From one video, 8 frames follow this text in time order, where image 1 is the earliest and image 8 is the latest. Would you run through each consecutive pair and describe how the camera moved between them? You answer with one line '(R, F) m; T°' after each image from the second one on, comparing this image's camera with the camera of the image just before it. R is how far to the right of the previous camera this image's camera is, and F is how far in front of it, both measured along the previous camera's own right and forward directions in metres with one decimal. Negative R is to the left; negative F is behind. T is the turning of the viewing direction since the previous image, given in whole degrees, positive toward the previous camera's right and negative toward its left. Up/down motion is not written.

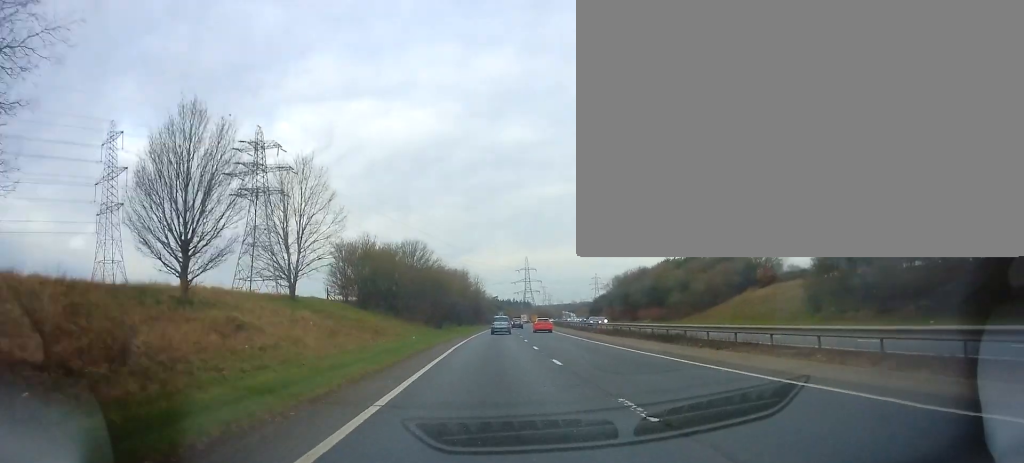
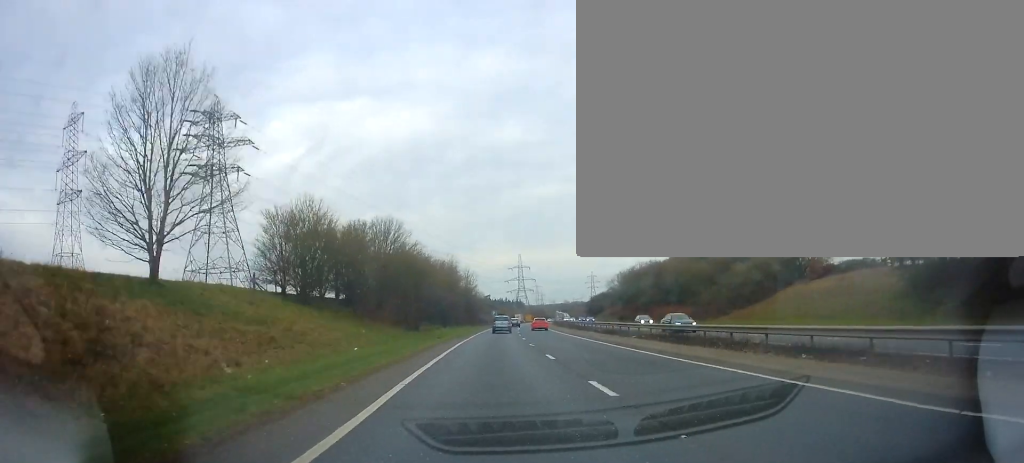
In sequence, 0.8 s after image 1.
(+0.1, +15.3) m; +2°
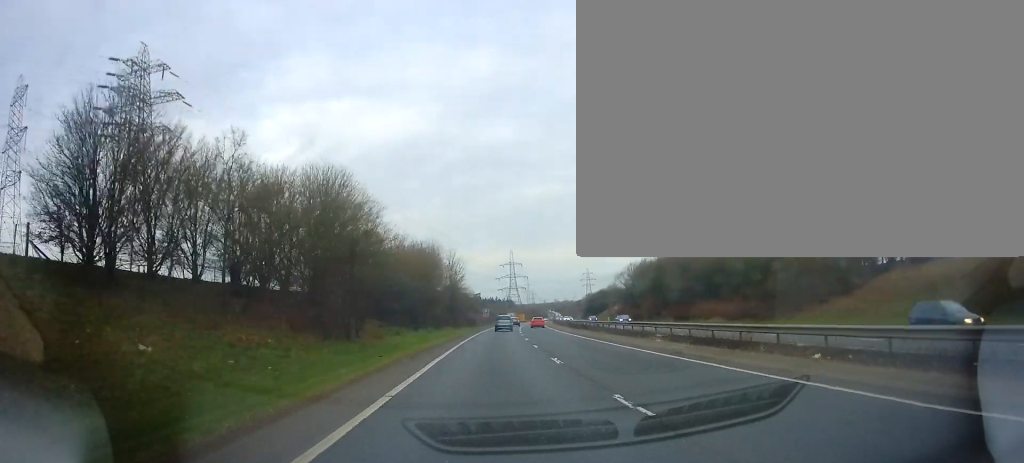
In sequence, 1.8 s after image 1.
(+0.5, +21.0) m; +2°
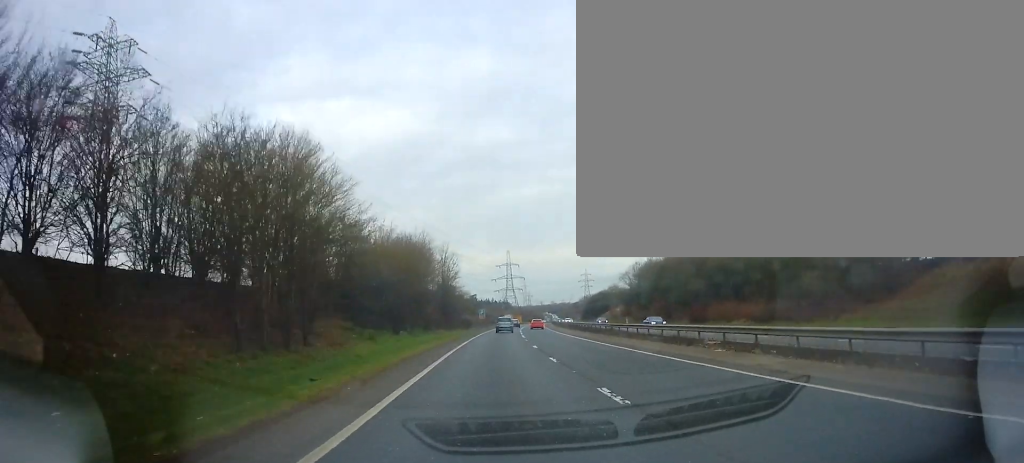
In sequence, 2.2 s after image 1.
(+0.1, +8.6) m; 0°
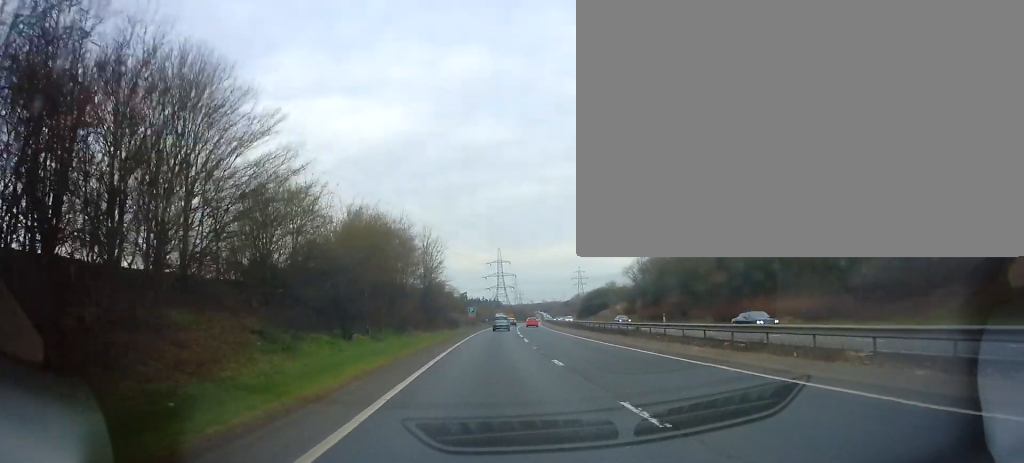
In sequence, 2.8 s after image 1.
(0.0, +11.8) m; 0°
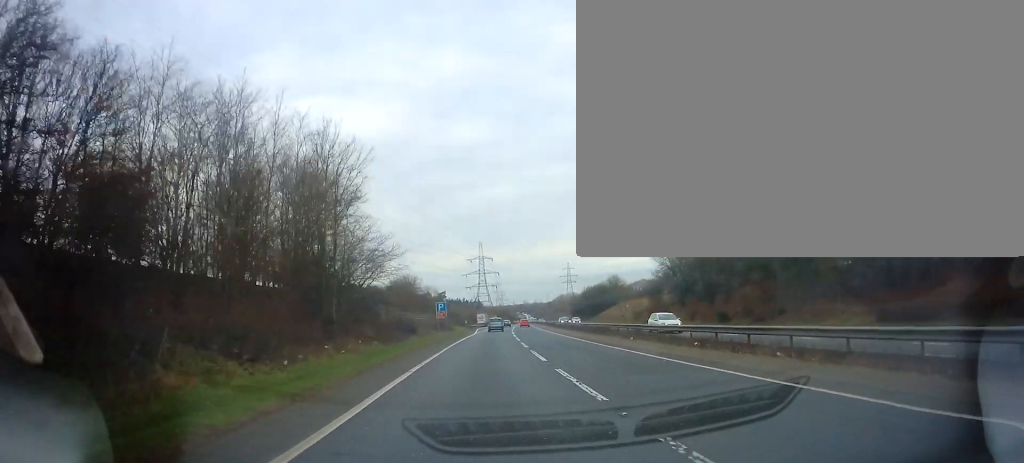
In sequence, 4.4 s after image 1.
(+0.4, +31.4) m; +3°
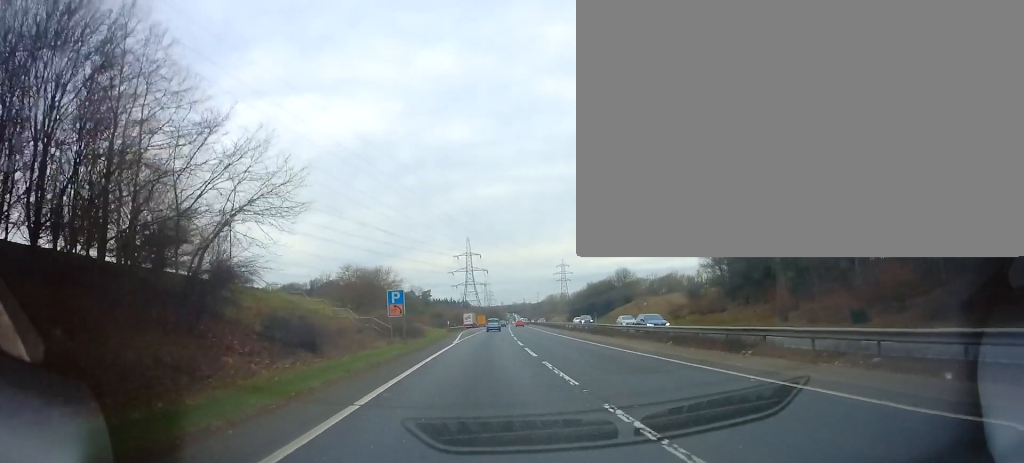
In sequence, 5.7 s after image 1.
(+0.2, +23.4) m; 0°
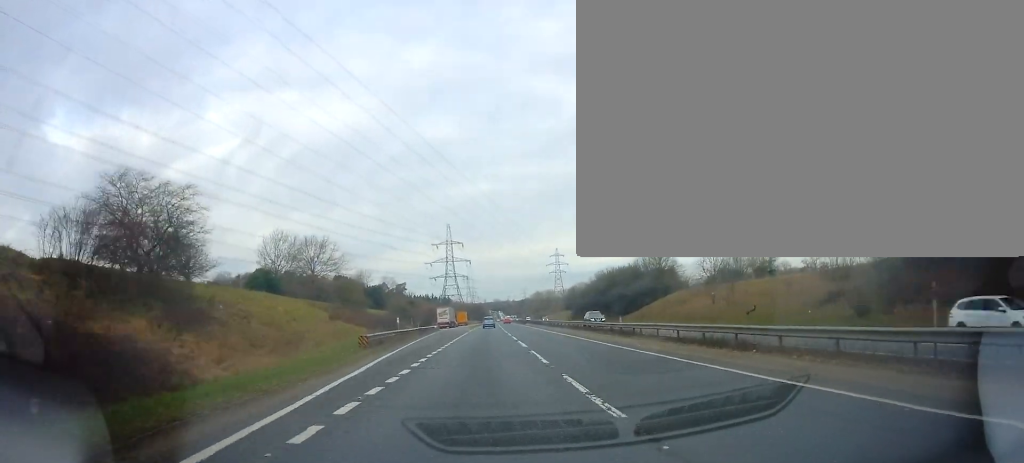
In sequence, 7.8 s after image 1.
(+0.1, +37.4) m; +1°
